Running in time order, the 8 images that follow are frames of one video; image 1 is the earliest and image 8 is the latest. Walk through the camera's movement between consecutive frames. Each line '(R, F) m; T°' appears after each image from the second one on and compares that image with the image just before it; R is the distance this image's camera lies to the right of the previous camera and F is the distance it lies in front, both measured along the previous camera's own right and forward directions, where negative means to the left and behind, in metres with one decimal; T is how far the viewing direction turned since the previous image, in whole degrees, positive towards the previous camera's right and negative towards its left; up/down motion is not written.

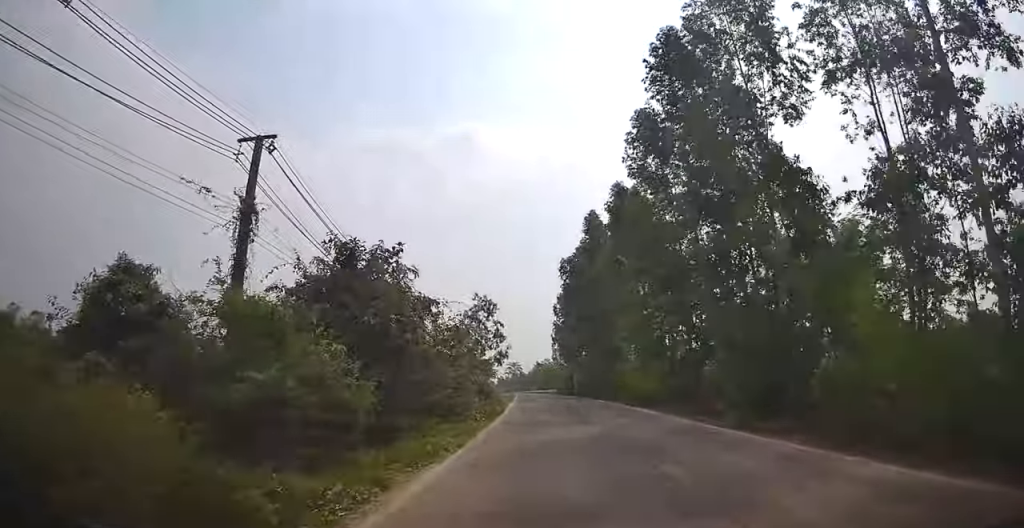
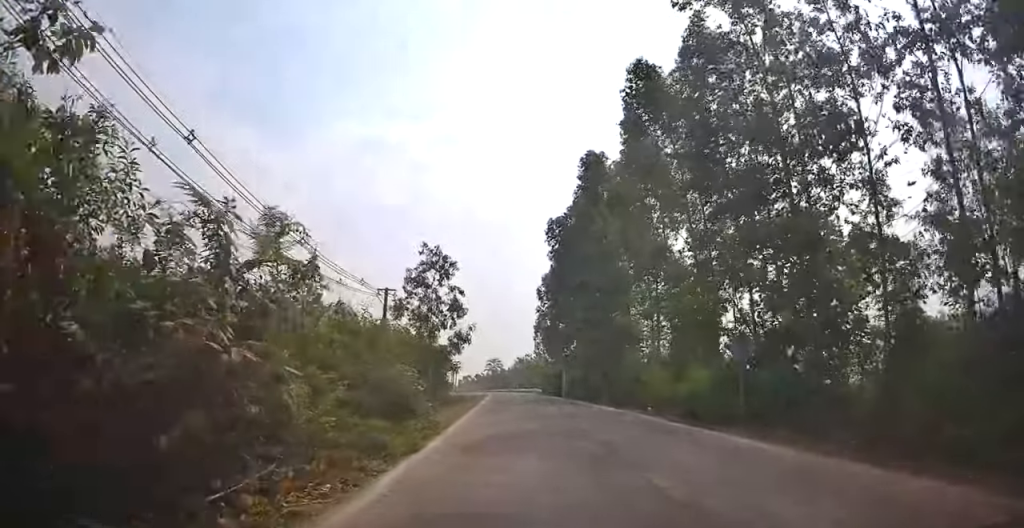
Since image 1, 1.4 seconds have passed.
(+0.1, +13.4) m; -1°
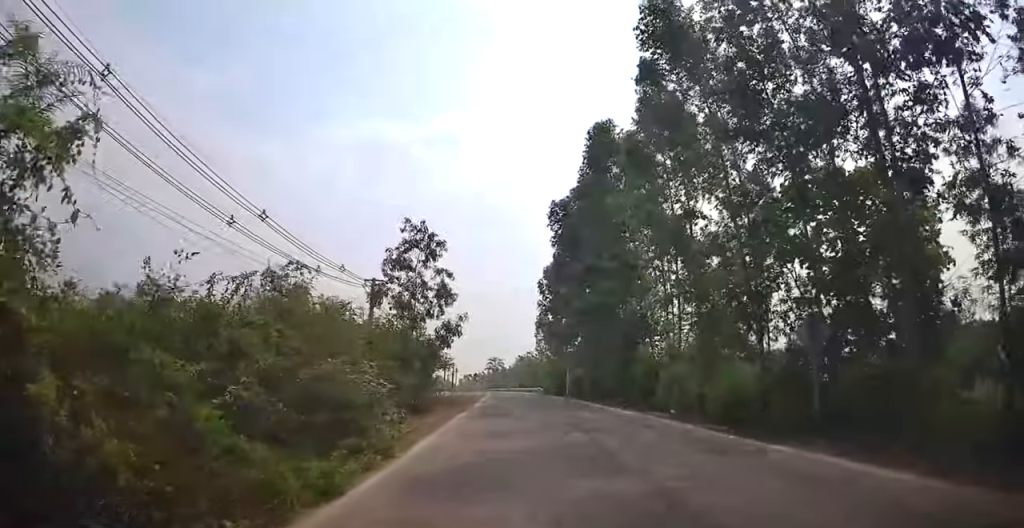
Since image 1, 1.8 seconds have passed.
(0.0, +4.0) m; -1°
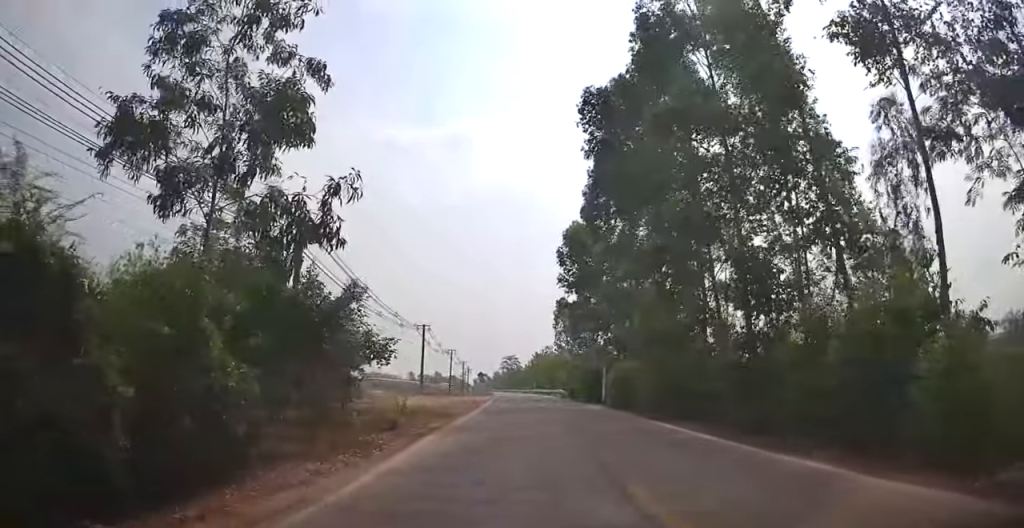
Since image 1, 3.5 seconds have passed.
(+0.2, +16.0) m; +1°
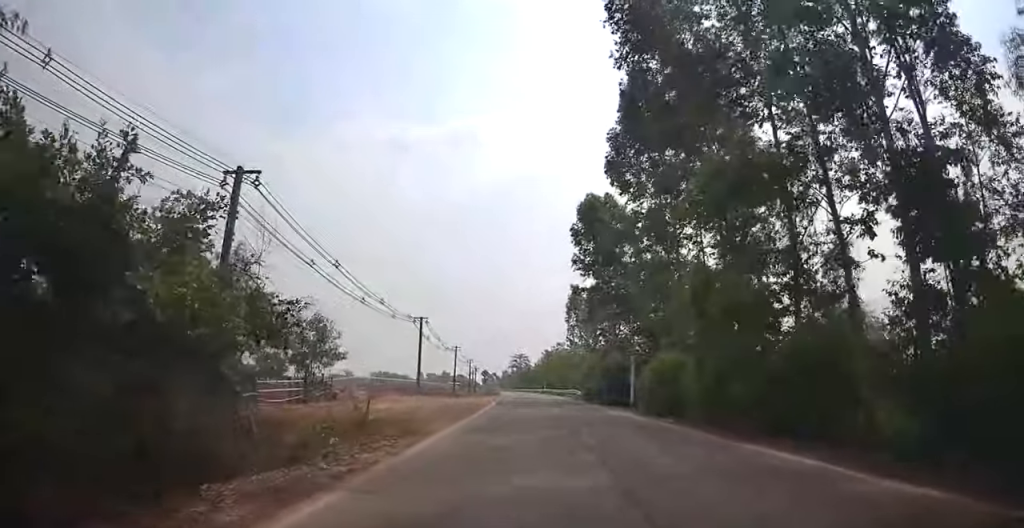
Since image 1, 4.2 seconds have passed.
(0.0, +7.0) m; -1°
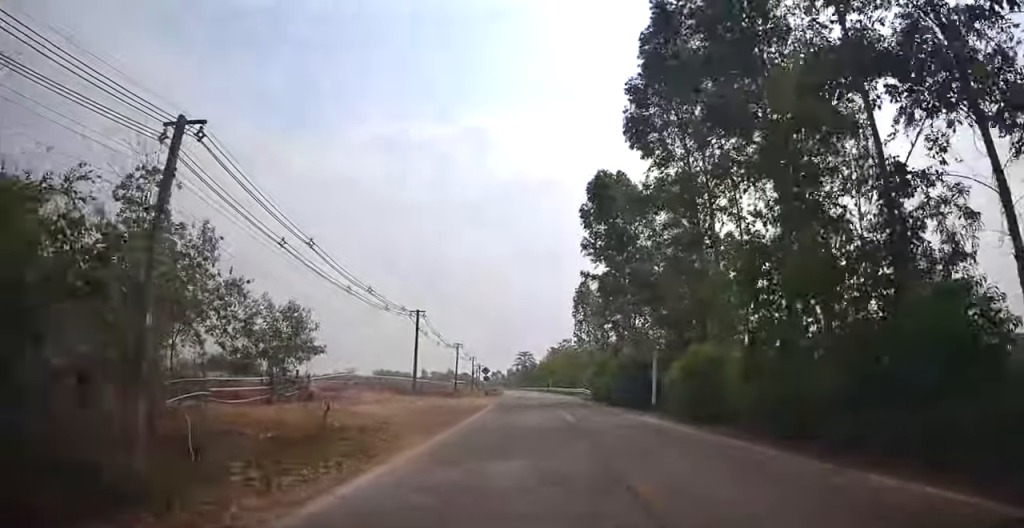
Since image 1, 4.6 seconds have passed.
(0.0, +4.1) m; -1°
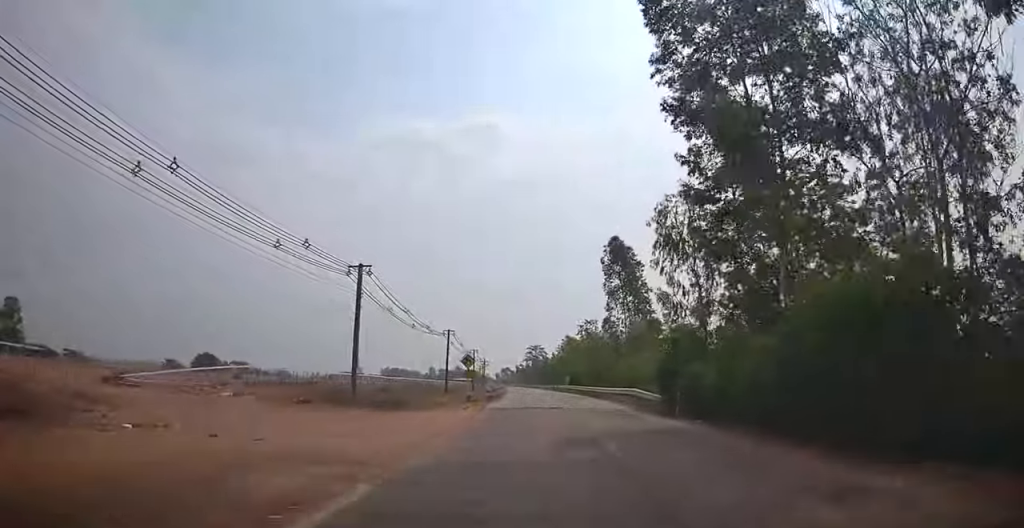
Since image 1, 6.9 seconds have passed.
(-0.2, +21.3) m; 0°
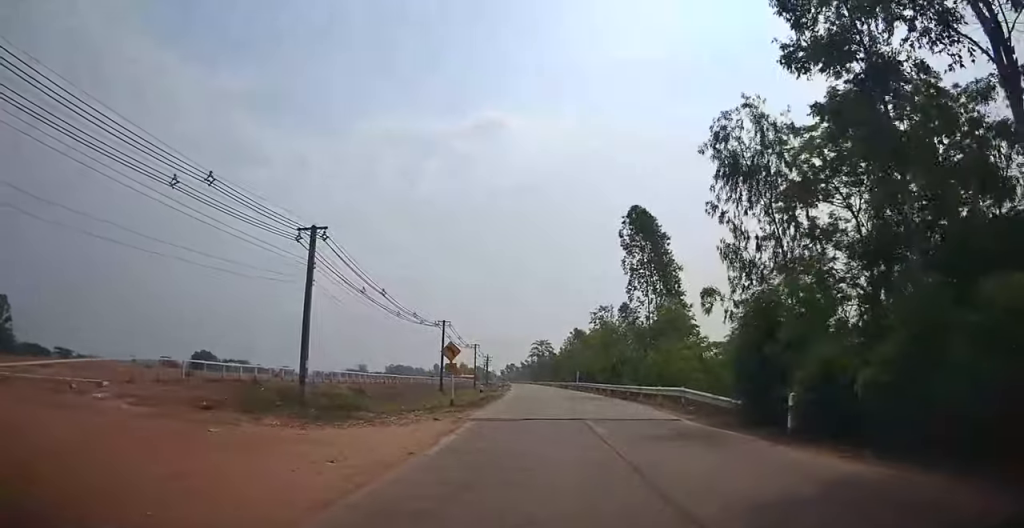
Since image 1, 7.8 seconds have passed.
(-0.1, +8.9) m; -1°
